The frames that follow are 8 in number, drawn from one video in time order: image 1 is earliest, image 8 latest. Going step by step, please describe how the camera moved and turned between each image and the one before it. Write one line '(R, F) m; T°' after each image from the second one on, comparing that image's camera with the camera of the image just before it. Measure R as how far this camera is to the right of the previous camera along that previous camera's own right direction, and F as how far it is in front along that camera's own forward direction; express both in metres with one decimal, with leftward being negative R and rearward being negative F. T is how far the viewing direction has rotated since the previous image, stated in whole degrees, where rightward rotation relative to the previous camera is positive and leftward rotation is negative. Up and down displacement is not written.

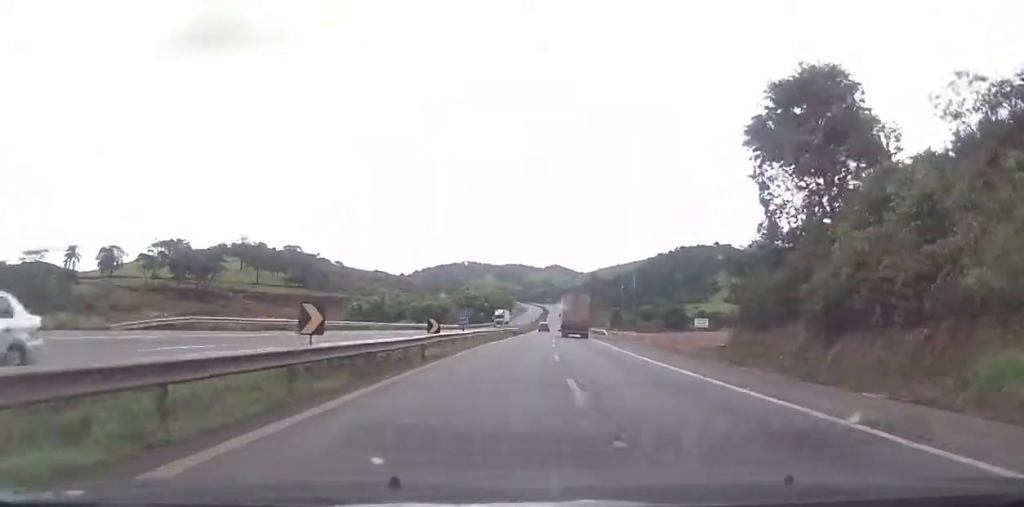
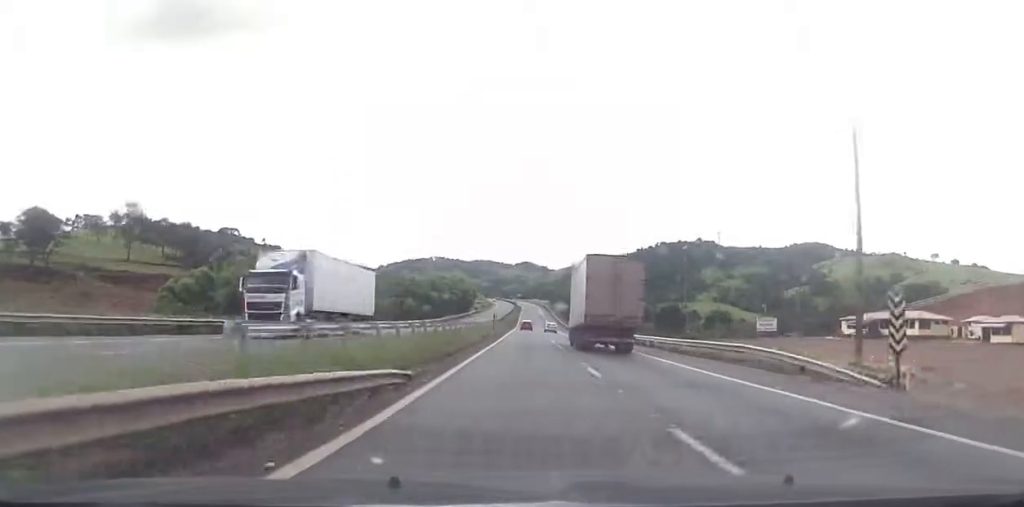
(+3.9, +77.4) m; +4°
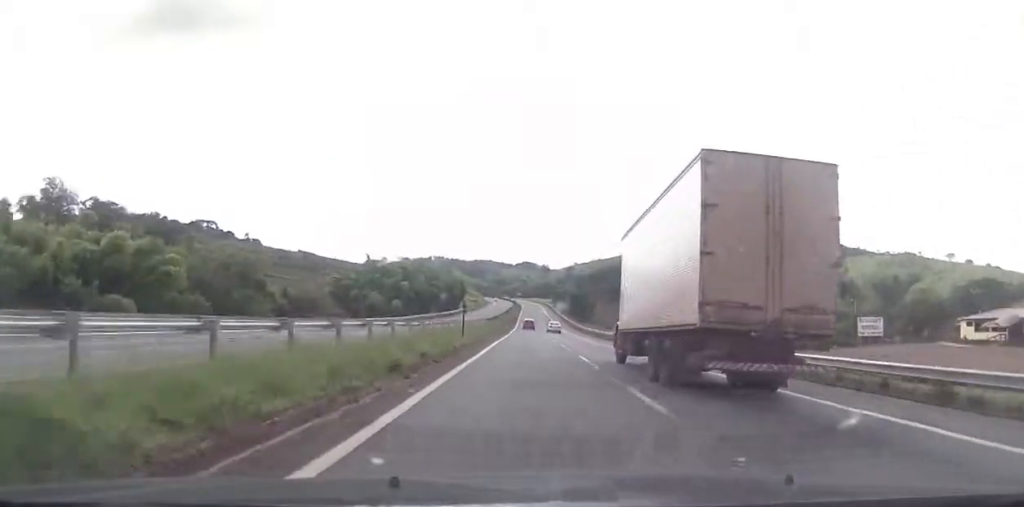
(+0.1, +41.1) m; +1°
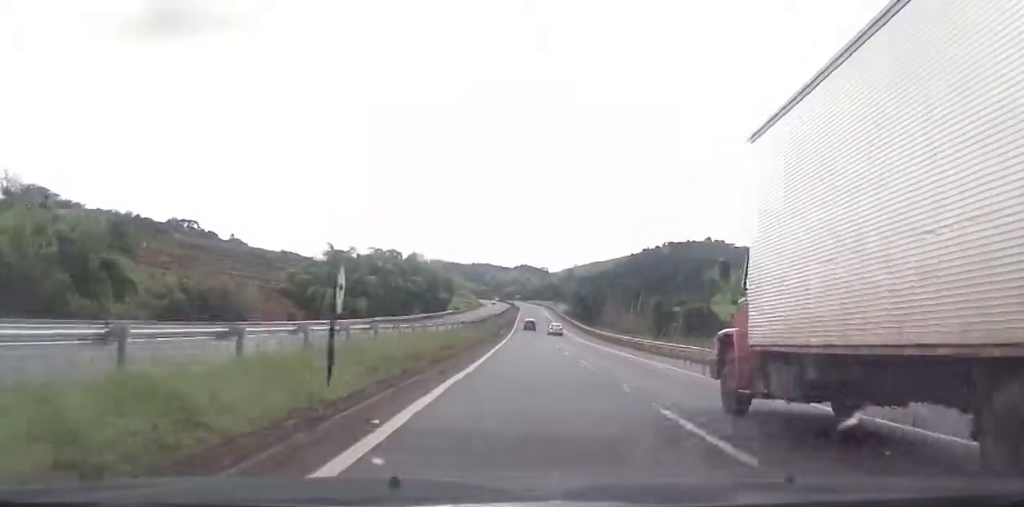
(+0.4, +26.8) m; 0°
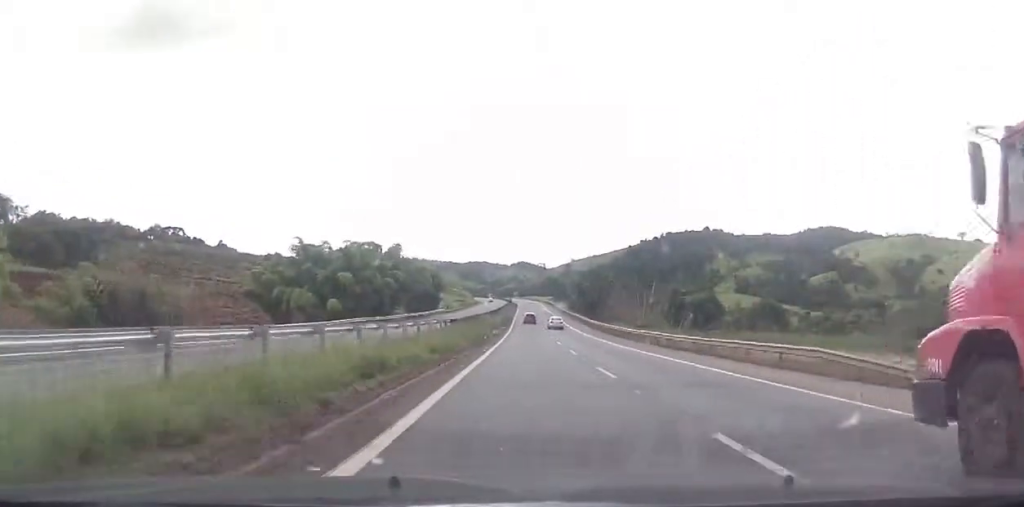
(-0.2, +14.5) m; 0°
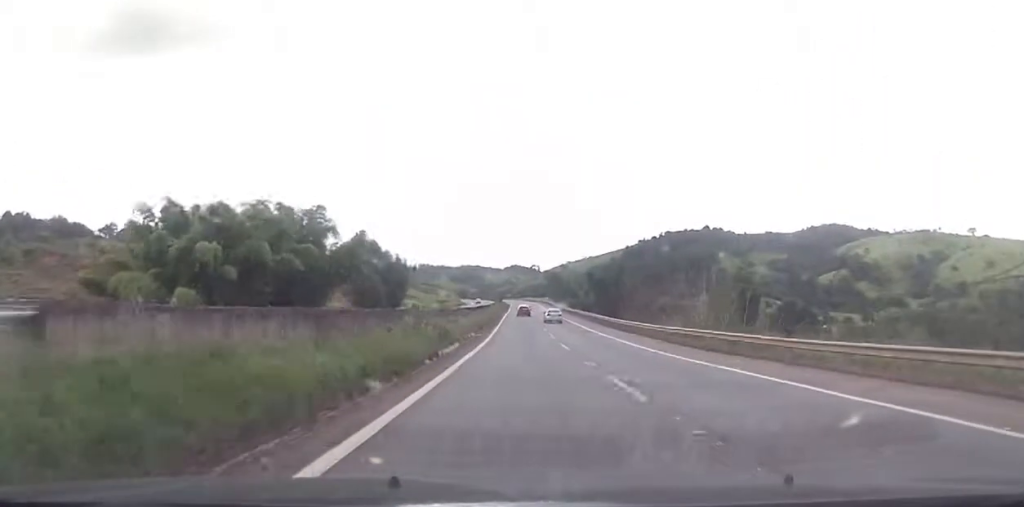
(-0.2, +39.2) m; 0°
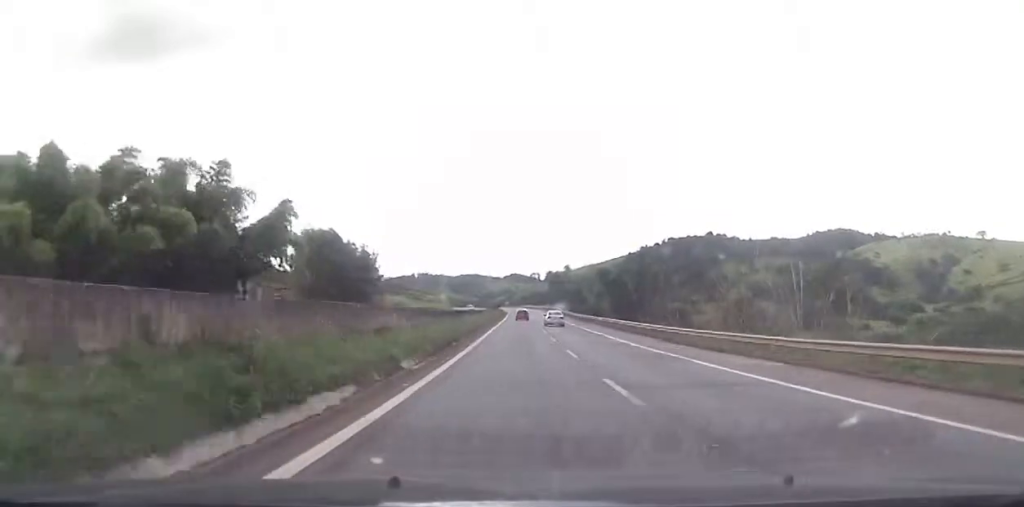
(+0.3, +23.6) m; +1°
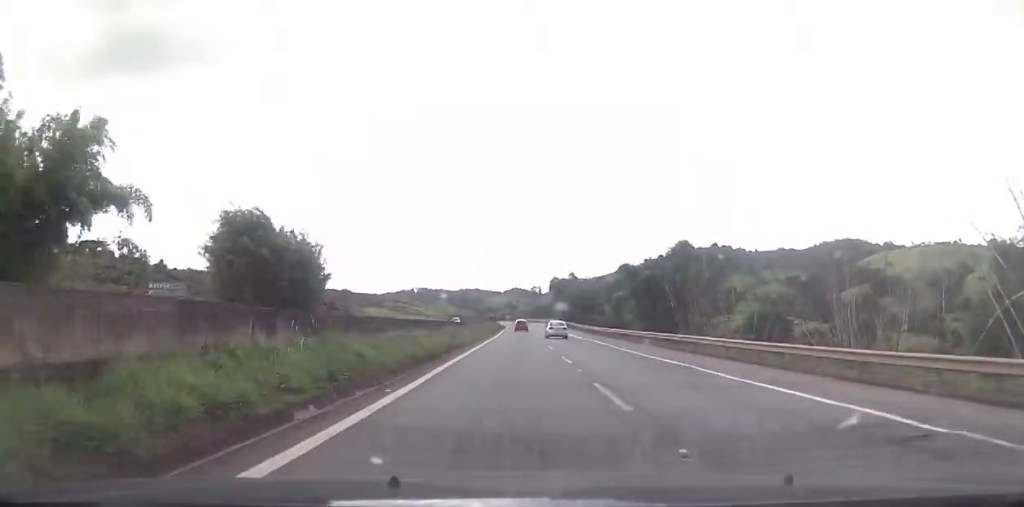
(+0.2, +24.8) m; 0°
